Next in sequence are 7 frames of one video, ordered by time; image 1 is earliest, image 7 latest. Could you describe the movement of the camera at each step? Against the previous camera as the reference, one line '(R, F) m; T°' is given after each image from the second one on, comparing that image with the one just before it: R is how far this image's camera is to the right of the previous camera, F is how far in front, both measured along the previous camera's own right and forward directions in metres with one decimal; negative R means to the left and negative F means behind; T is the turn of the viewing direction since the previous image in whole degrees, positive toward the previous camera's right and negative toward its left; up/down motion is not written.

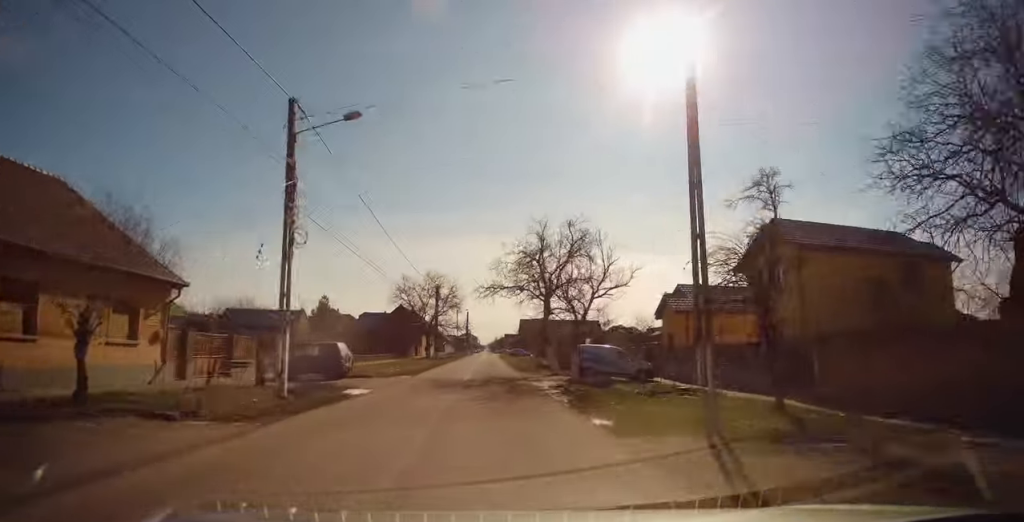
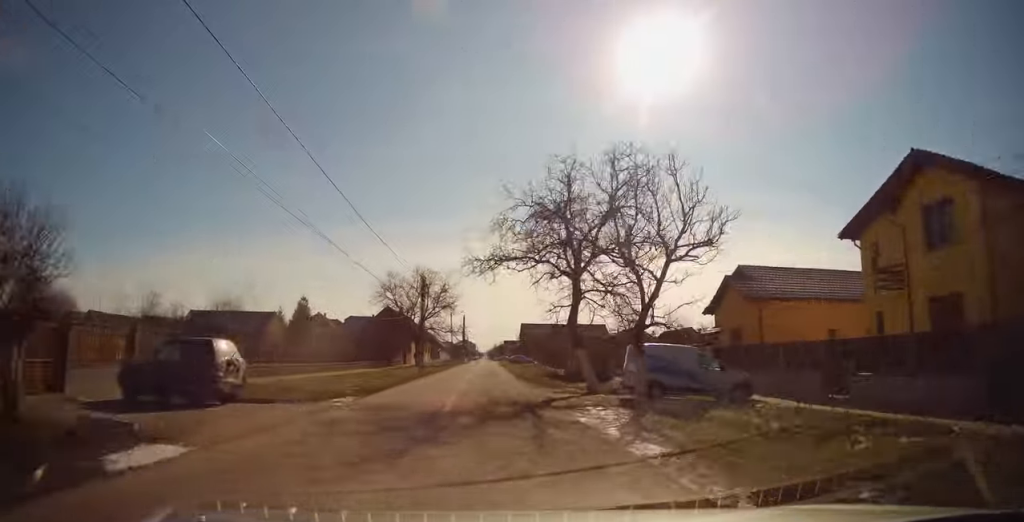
(-0.1, +11.2) m; 0°
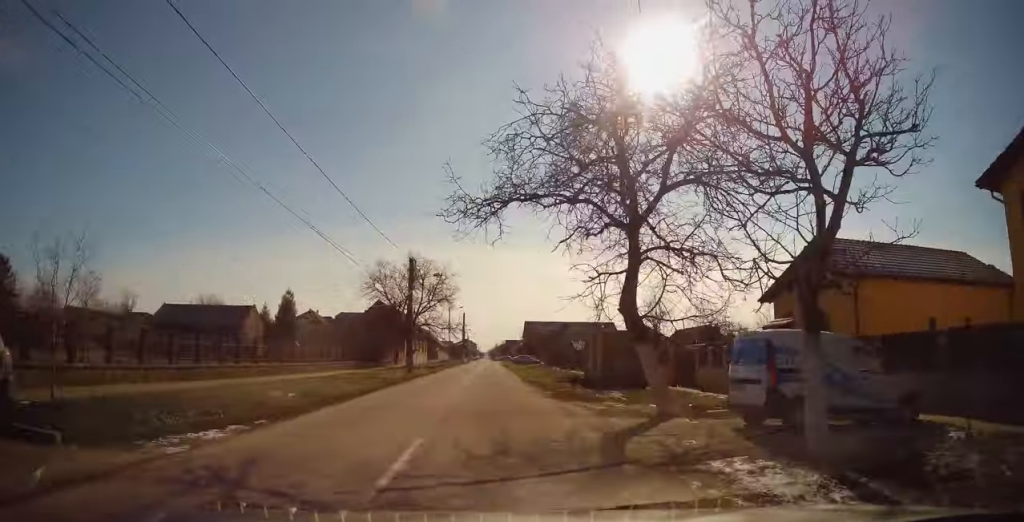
(0.0, +8.0) m; 0°
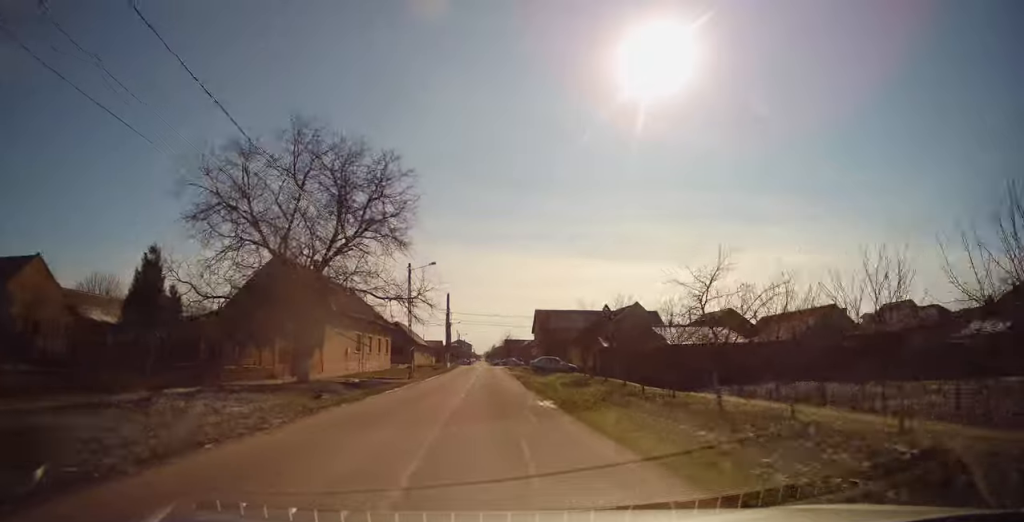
(+0.2, +36.0) m; 0°
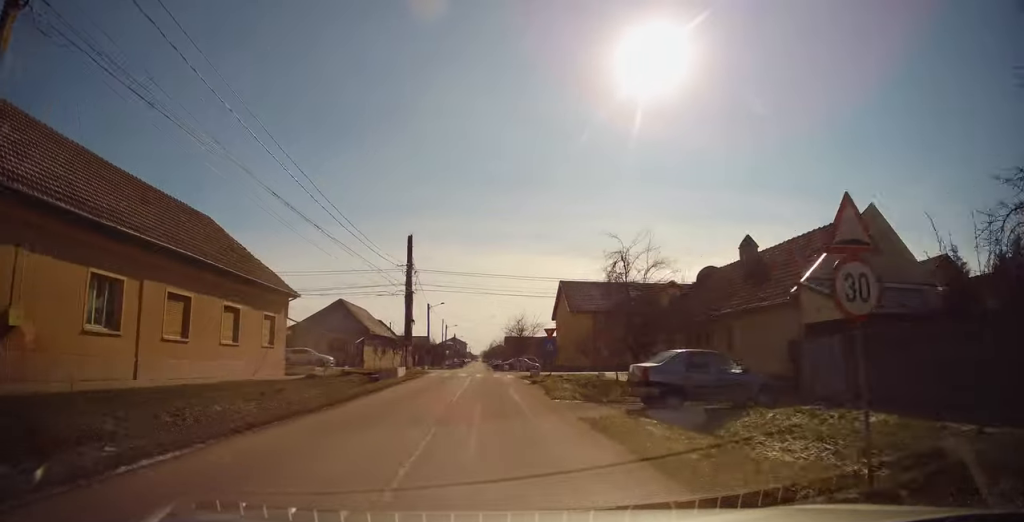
(-0.1, +35.3) m; +1°
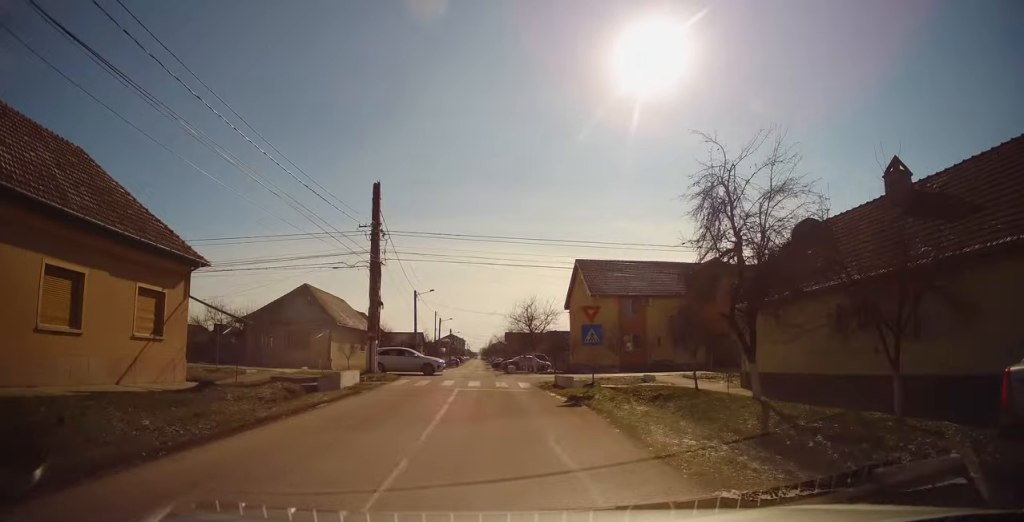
(+0.2, +11.9) m; -1°
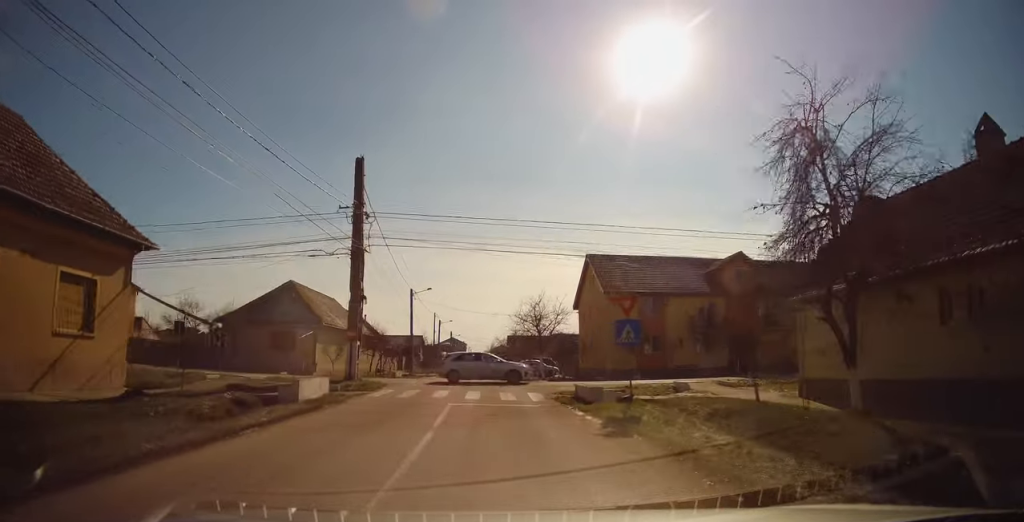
(-0.2, +4.4) m; 0°
